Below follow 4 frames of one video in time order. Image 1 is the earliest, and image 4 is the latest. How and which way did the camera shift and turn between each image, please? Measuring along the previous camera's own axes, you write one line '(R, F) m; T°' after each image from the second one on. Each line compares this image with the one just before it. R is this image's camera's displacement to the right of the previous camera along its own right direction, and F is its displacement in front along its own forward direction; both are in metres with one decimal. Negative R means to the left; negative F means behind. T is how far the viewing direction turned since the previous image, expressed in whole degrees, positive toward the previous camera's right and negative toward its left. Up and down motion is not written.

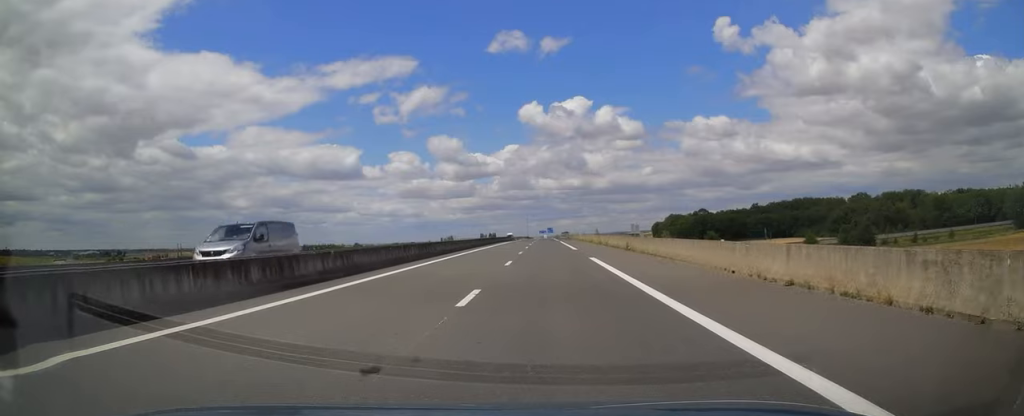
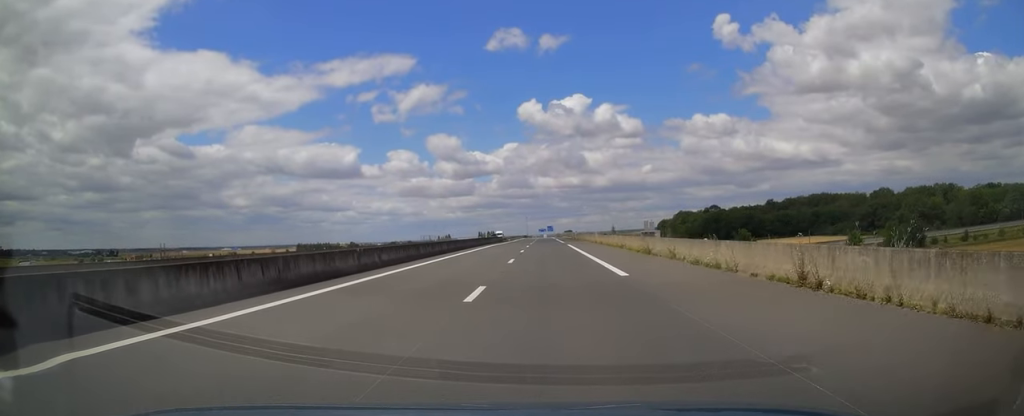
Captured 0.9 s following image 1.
(-0.1, +25.3) m; 0°
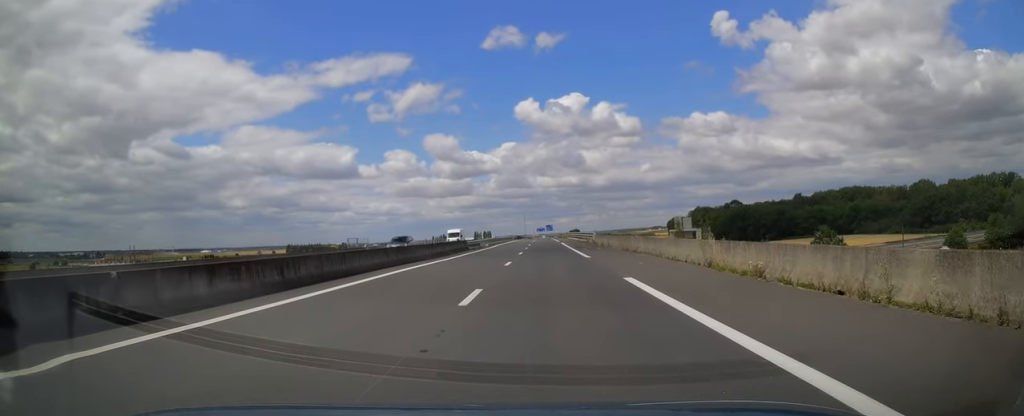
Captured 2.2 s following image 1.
(0.0, +40.5) m; +1°
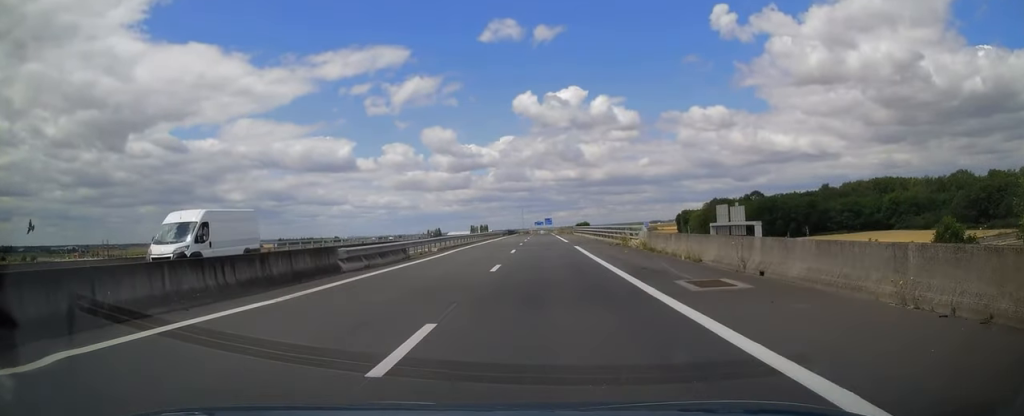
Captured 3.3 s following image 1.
(+0.1, +31.8) m; 0°
